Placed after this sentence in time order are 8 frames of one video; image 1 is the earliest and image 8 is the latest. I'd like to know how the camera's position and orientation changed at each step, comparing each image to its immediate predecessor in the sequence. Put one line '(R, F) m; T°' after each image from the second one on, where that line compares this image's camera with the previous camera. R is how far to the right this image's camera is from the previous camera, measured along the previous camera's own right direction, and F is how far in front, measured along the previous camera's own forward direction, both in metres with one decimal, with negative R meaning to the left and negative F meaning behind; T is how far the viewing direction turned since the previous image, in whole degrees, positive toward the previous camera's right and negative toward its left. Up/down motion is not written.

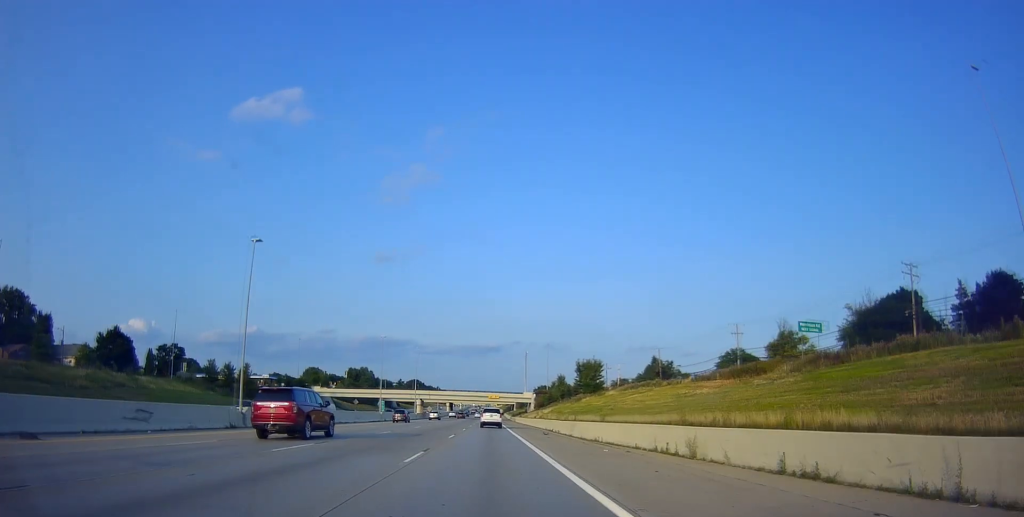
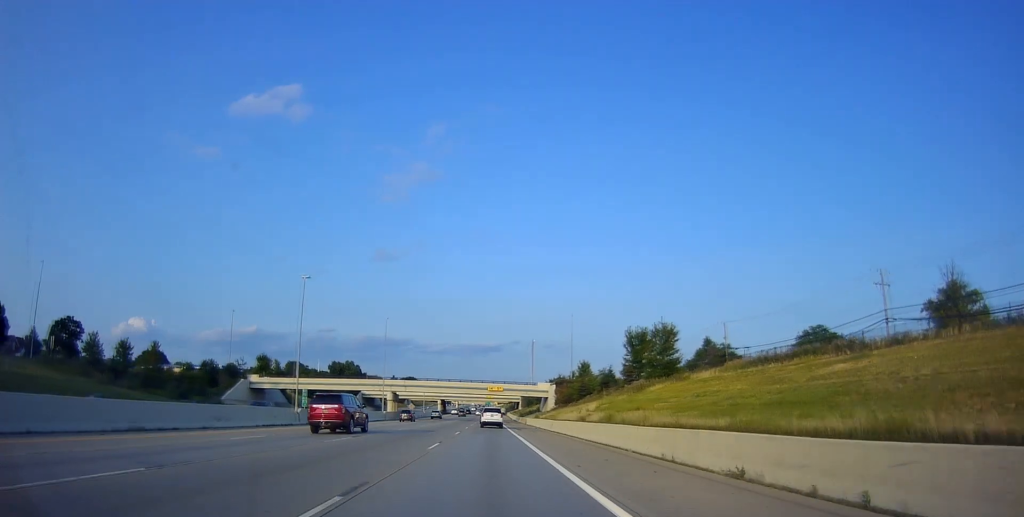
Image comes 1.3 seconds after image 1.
(-0.2, +41.4) m; -1°
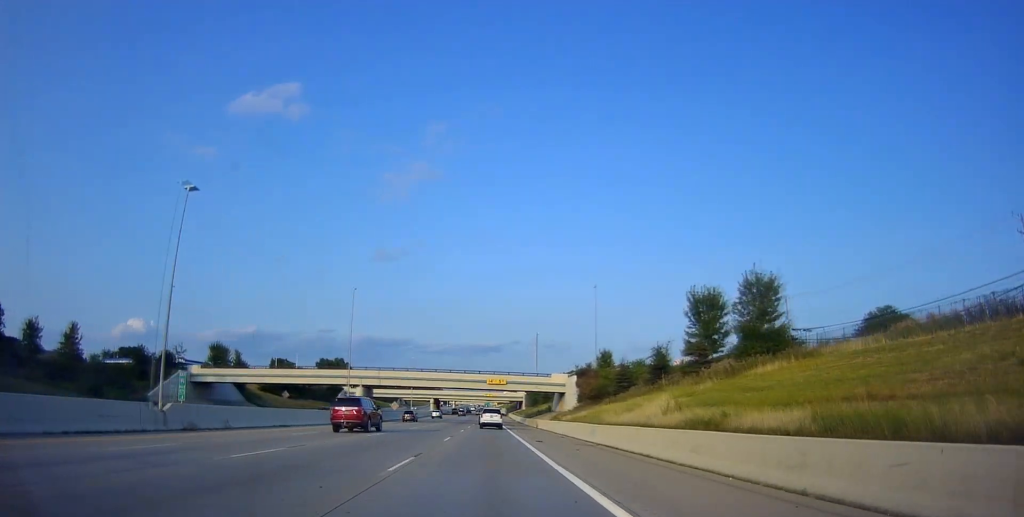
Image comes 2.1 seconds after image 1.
(-0.1, +23.4) m; 0°
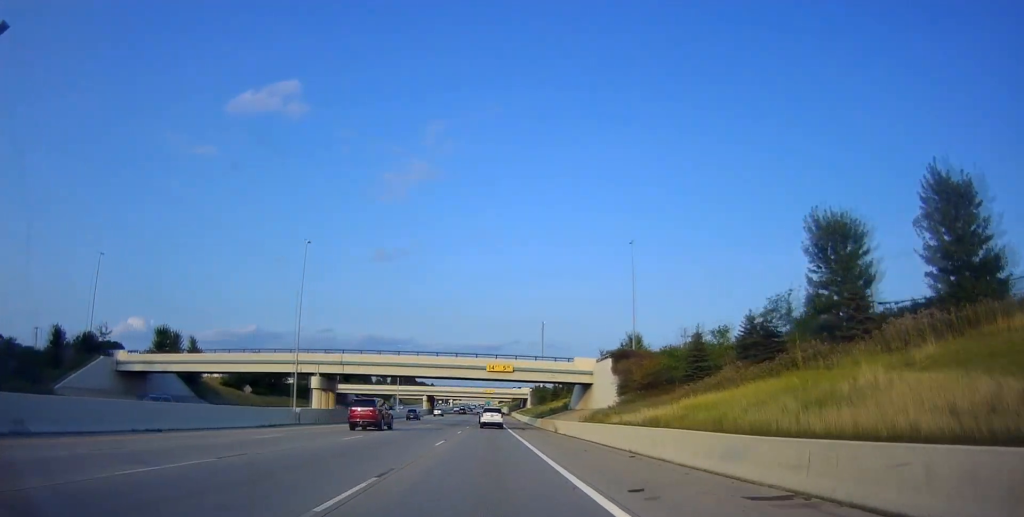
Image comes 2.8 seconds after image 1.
(0.0, +20.2) m; 0°
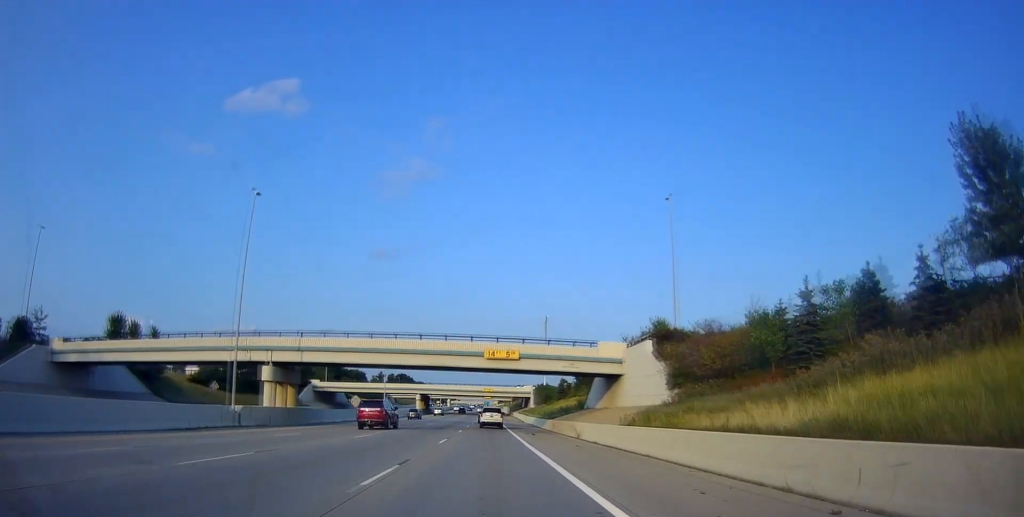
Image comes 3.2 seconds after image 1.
(-0.1, +13.1) m; 0°
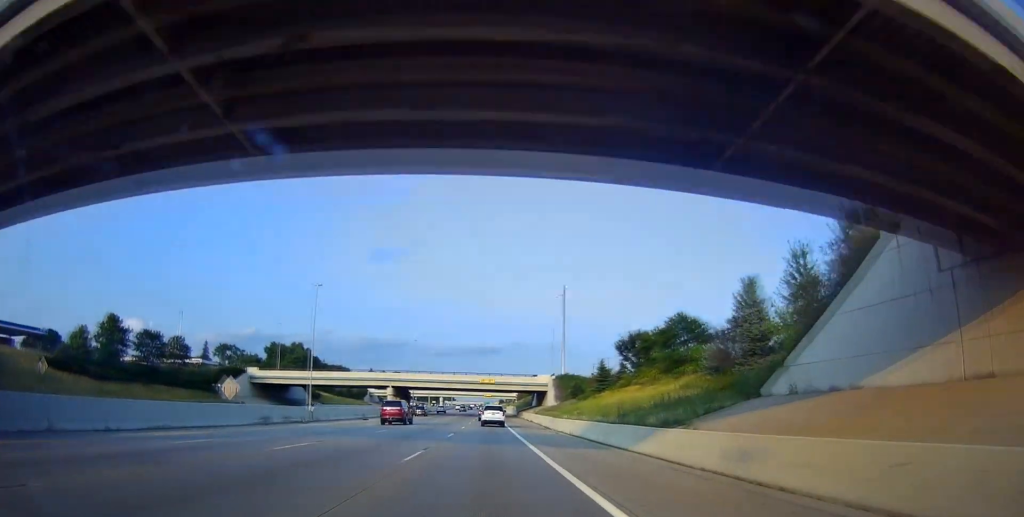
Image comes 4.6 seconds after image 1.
(+0.5, +41.2) m; 0°
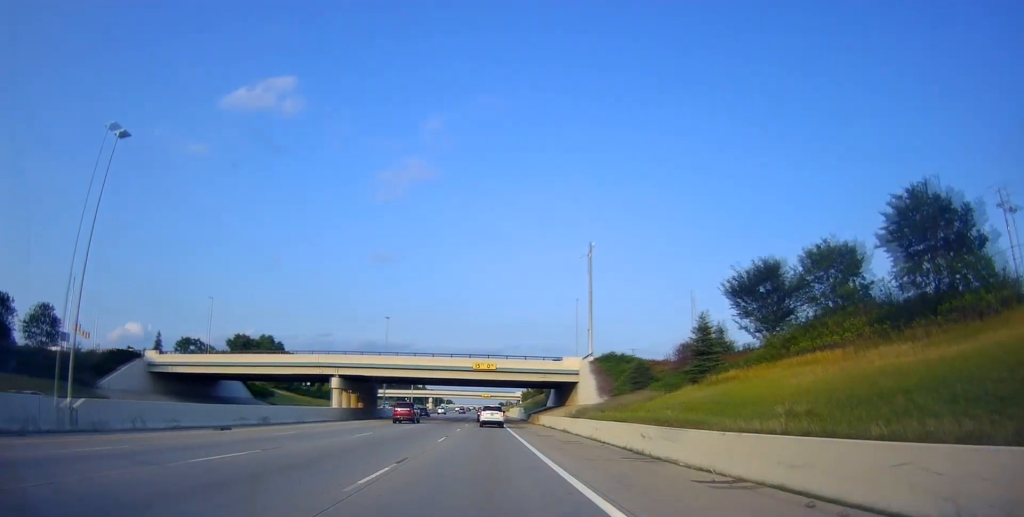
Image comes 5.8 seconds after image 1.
(-0.6, +35.7) m; -1°
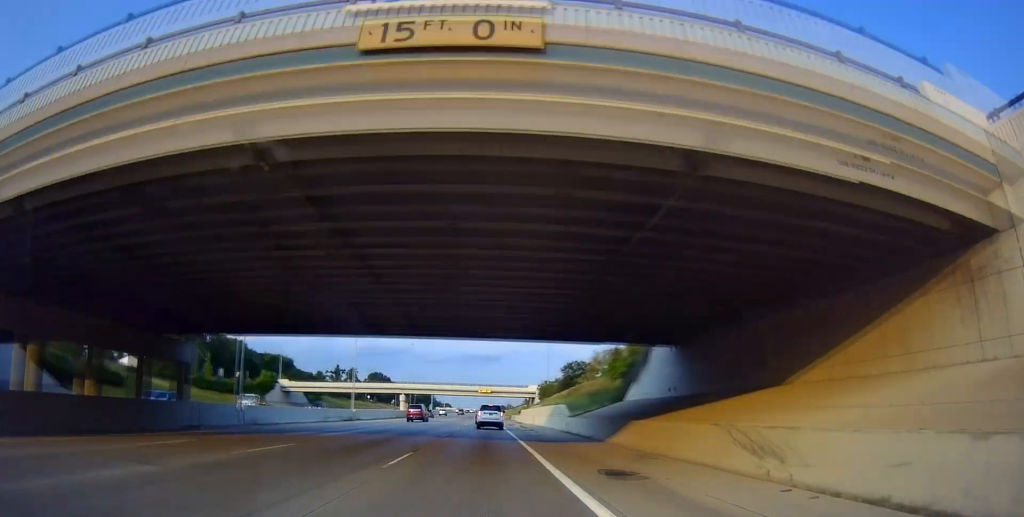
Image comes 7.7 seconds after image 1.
(0.0, +58.2) m; 0°
